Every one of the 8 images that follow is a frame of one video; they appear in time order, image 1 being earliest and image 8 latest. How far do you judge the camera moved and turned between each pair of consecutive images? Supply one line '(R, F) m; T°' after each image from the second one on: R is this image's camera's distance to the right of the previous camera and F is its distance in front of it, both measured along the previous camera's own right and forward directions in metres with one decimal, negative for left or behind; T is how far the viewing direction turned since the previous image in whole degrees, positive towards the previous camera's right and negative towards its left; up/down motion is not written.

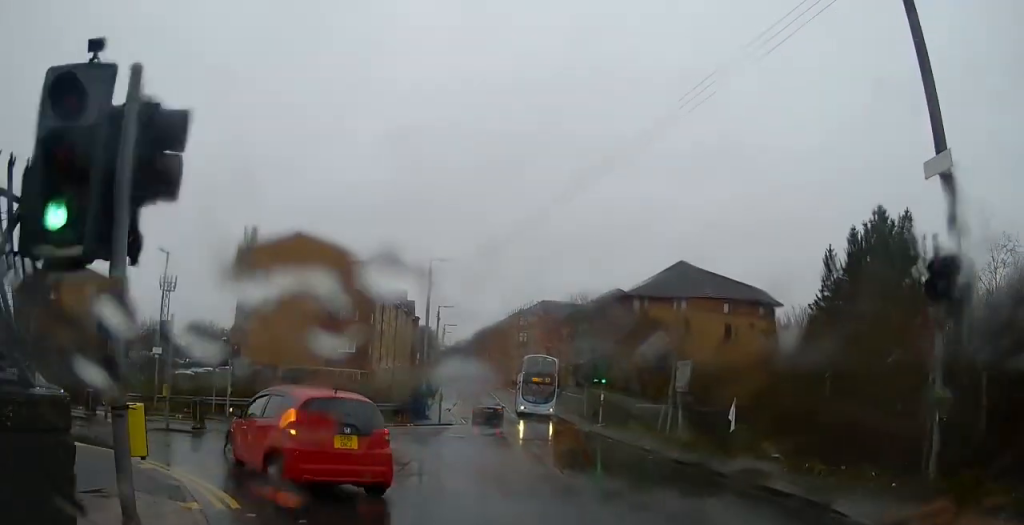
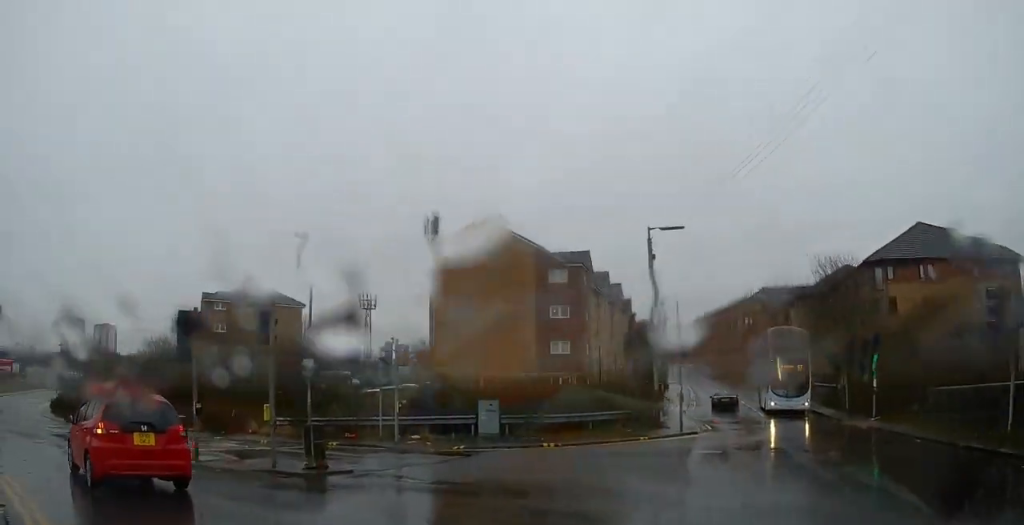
(-1.0, +7.8) m; -20°
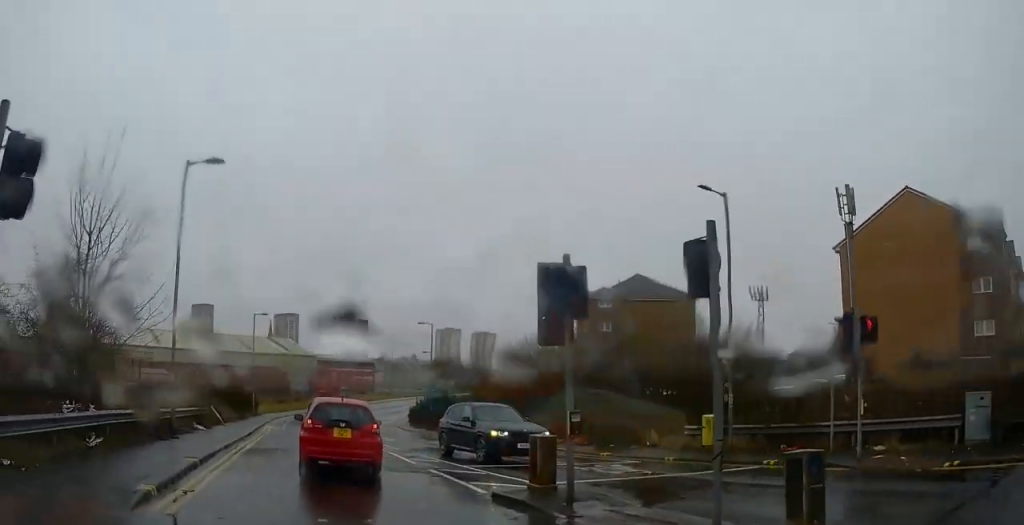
(-1.2, +6.8) m; -17°
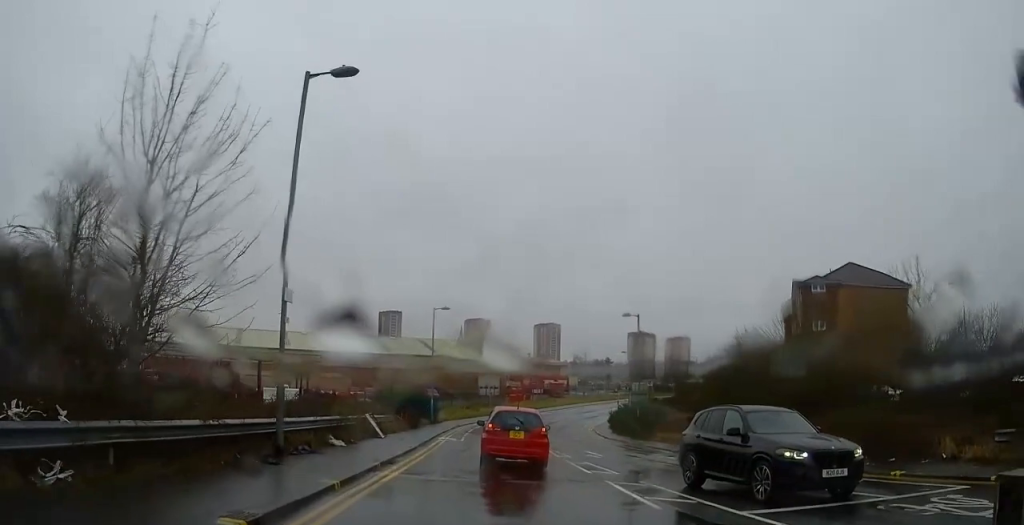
(-0.7, +6.0) m; -14°
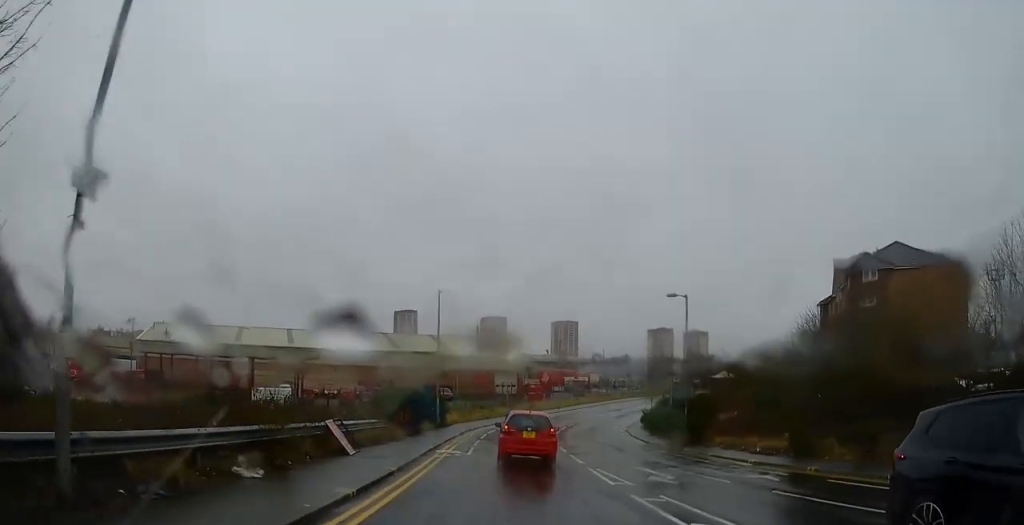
(-0.8, +6.9) m; -9°
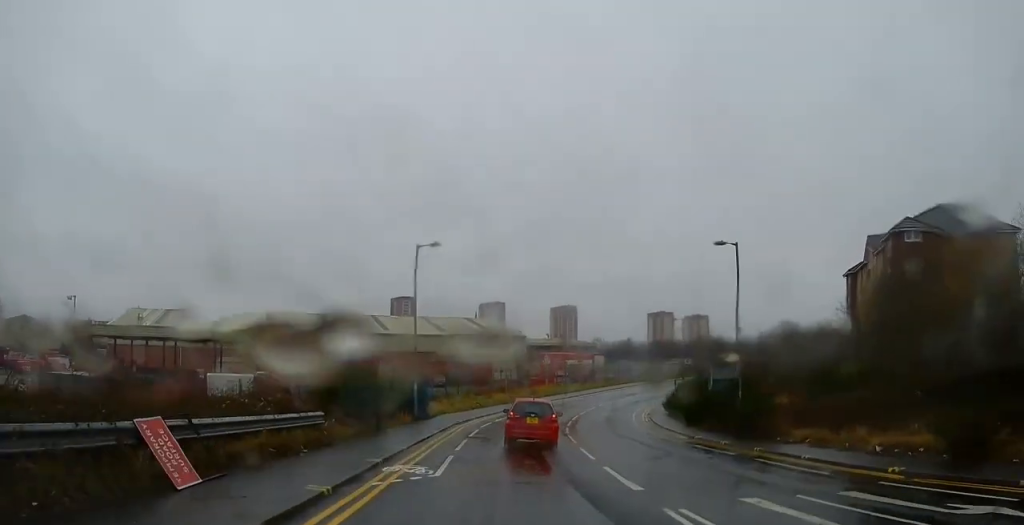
(-0.3, +8.6) m; -1°
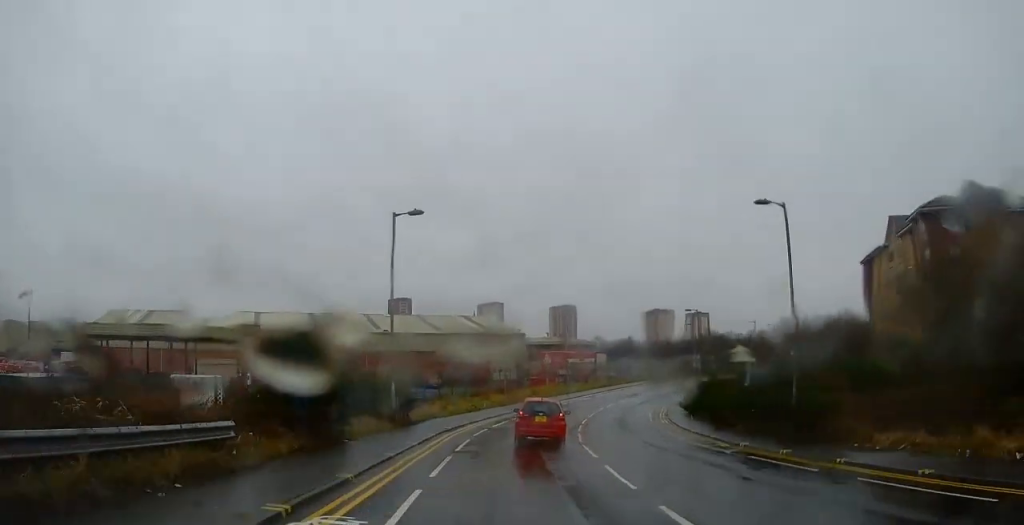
(+0.1, +5.9) m; +1°
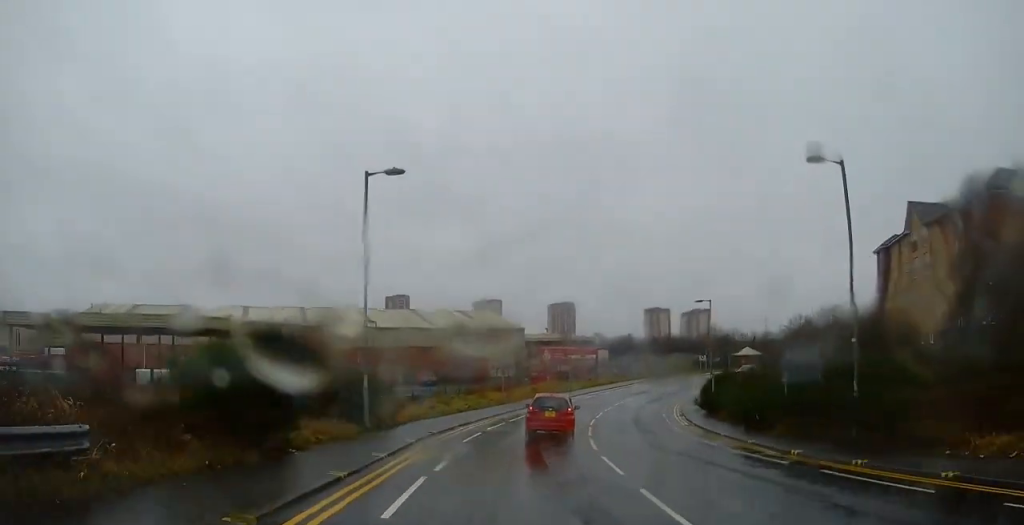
(0.0, +4.5) m; +1°
